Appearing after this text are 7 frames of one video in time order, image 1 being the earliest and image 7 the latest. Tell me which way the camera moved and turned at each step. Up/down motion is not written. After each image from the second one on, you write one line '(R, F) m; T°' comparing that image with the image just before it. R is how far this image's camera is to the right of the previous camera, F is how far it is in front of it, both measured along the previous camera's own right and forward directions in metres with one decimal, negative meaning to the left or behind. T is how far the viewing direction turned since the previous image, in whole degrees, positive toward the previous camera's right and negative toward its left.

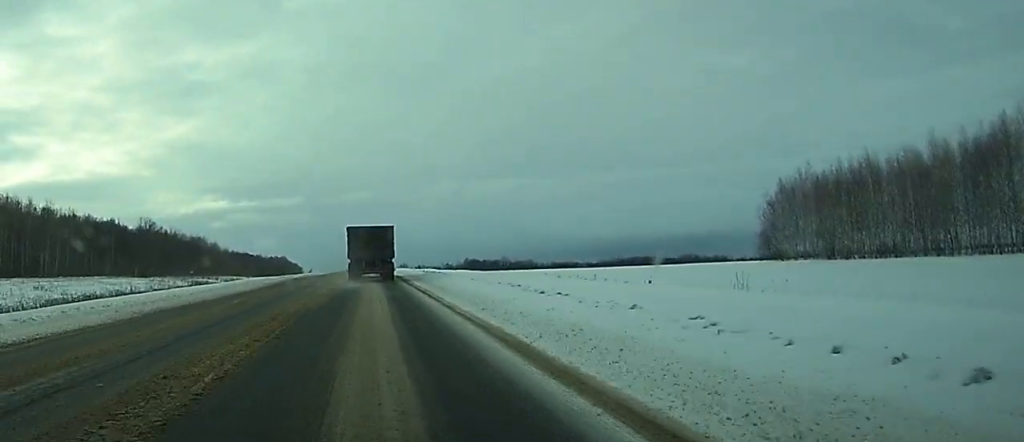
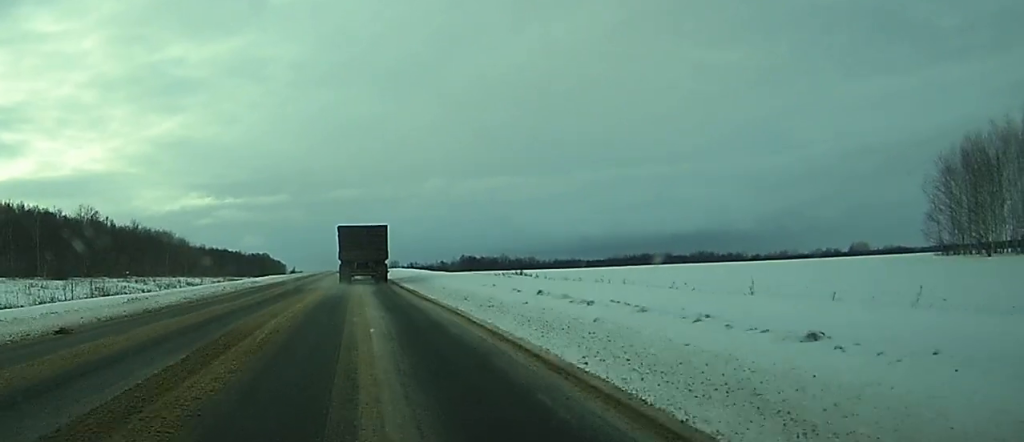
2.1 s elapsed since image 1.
(0.0, +47.4) m; +1°
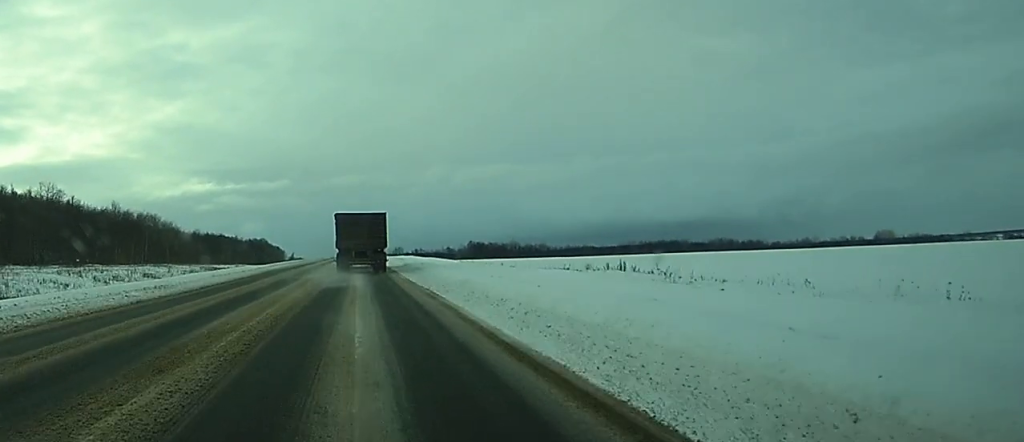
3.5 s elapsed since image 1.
(+0.3, +29.6) m; +1°
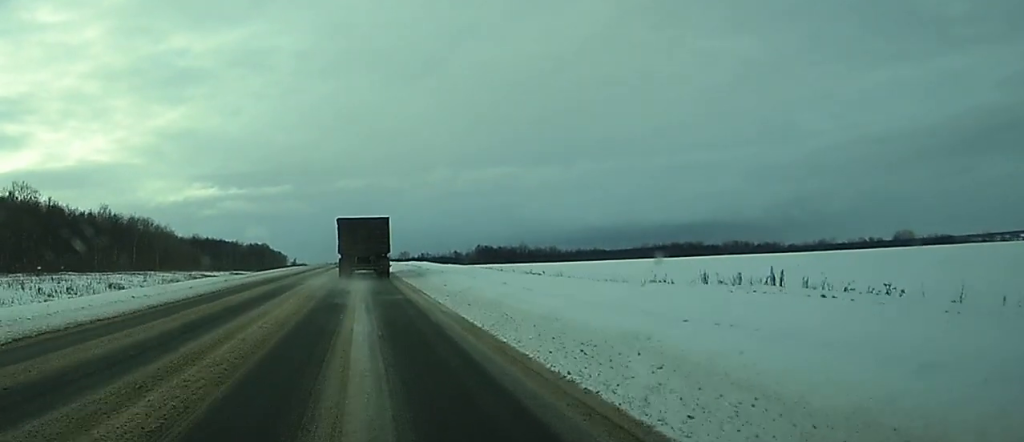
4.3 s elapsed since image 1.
(0.0, +17.7) m; 0°
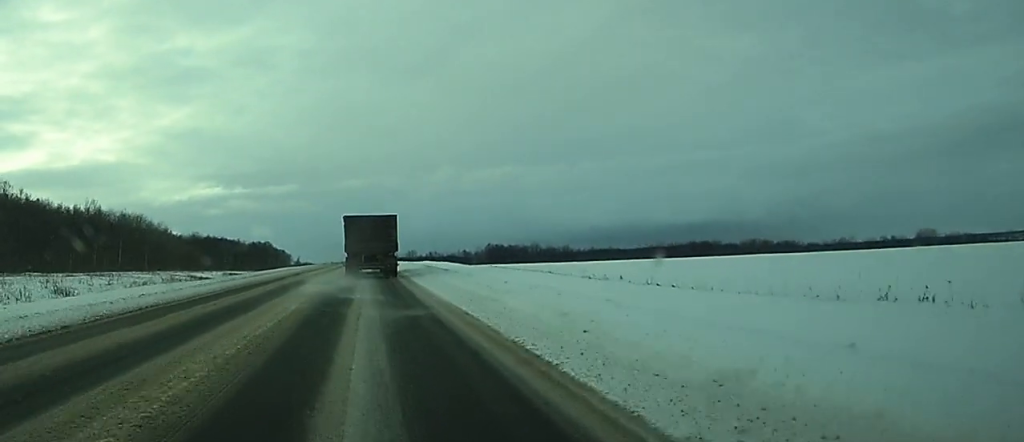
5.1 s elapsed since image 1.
(-0.1, +19.1) m; -1°
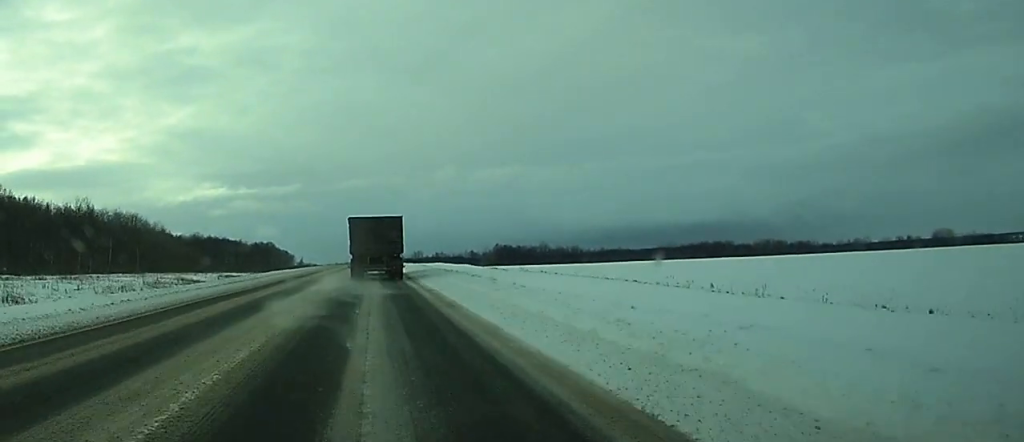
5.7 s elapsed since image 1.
(0.0, +12.5) m; 0°
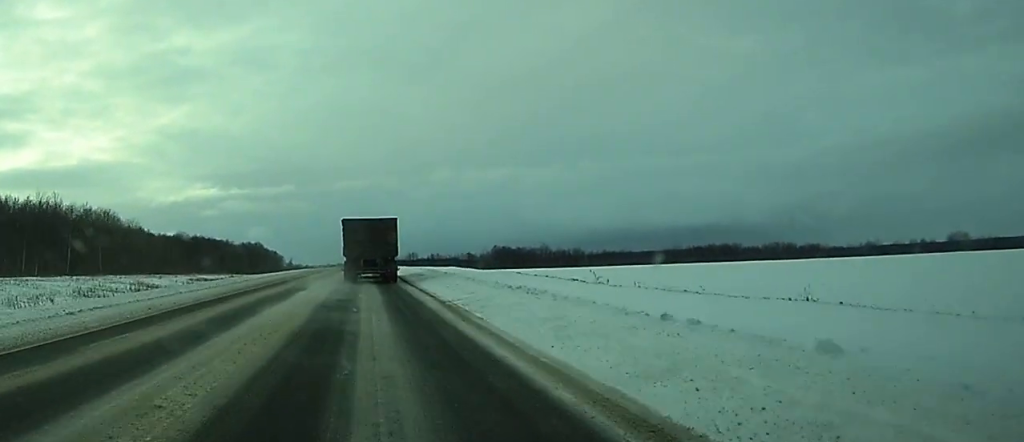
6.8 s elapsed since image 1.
(-0.1, +23.5) m; 0°
